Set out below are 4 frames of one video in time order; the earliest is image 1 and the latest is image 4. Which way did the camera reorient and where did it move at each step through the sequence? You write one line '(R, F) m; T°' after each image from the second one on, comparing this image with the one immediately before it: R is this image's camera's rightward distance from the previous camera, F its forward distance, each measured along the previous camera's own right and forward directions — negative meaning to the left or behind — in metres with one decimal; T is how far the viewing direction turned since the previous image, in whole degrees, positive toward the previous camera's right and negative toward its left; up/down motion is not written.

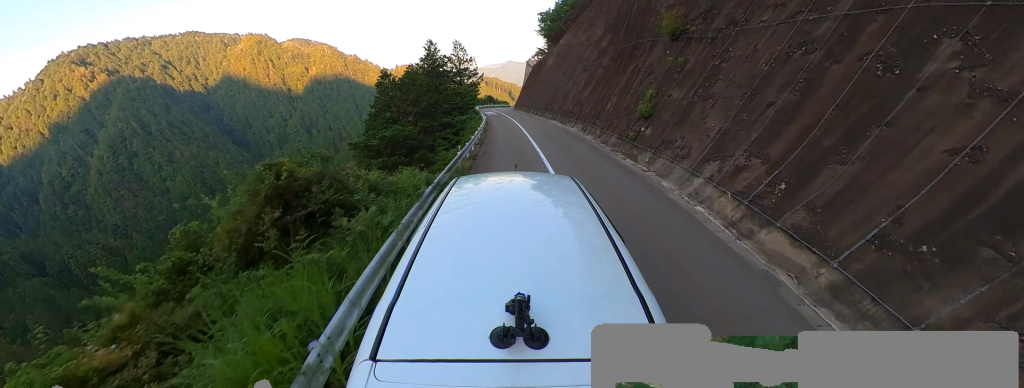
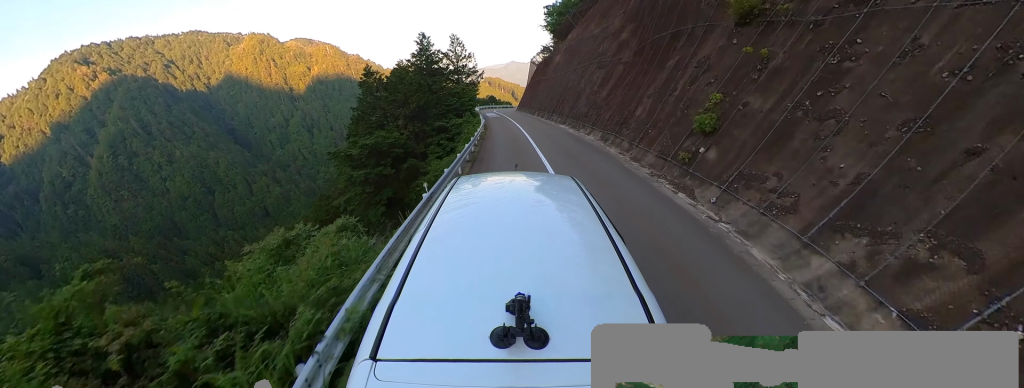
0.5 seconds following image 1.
(-0.1, +3.6) m; +4°
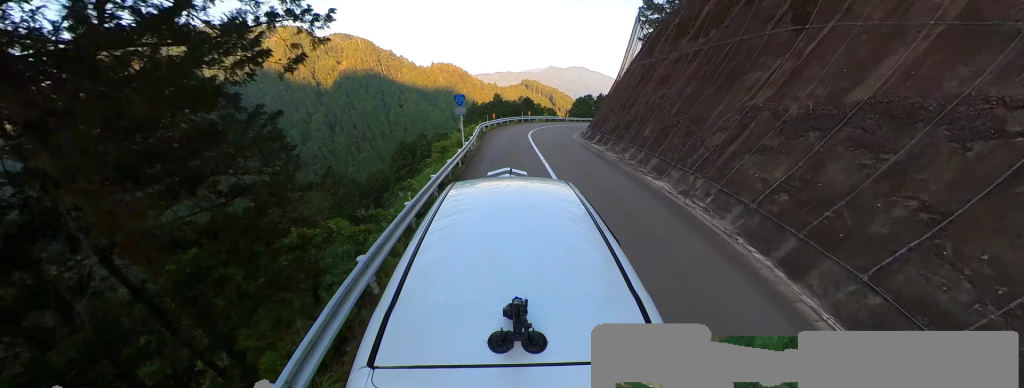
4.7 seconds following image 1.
(-8.4, +37.0) m; -22°
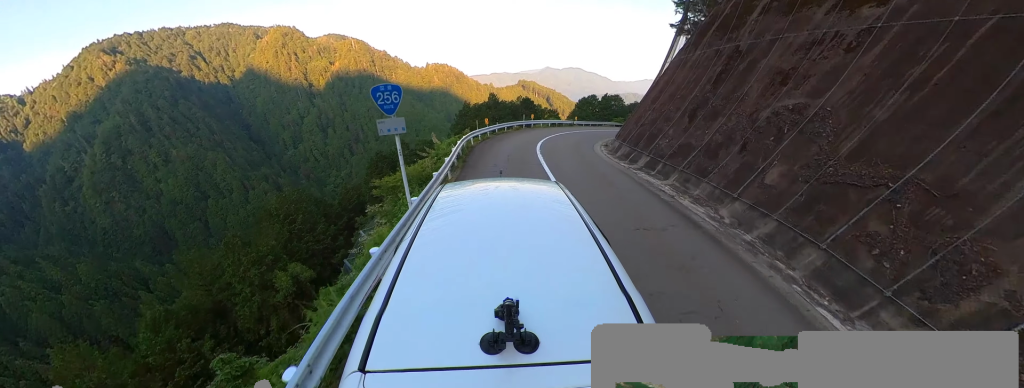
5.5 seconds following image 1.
(-0.9, +8.0) m; -7°
